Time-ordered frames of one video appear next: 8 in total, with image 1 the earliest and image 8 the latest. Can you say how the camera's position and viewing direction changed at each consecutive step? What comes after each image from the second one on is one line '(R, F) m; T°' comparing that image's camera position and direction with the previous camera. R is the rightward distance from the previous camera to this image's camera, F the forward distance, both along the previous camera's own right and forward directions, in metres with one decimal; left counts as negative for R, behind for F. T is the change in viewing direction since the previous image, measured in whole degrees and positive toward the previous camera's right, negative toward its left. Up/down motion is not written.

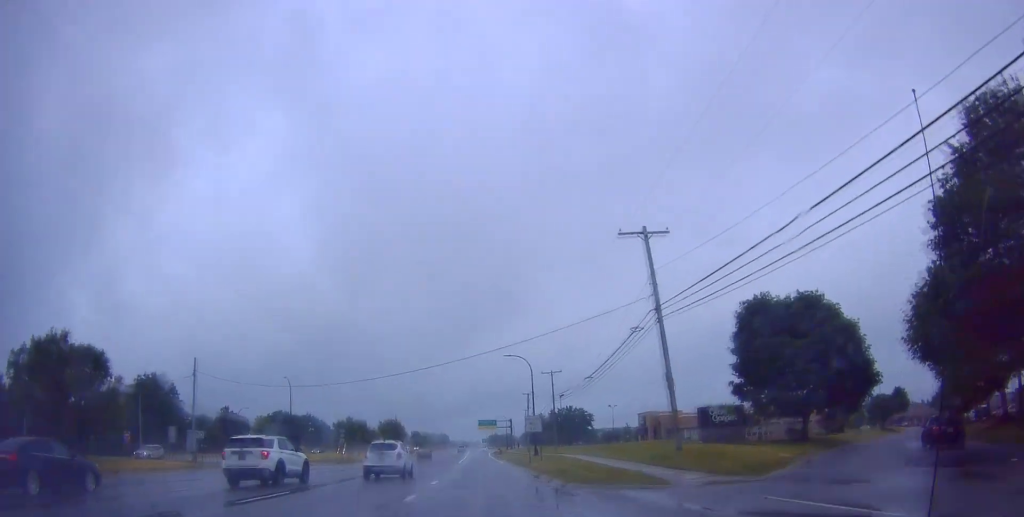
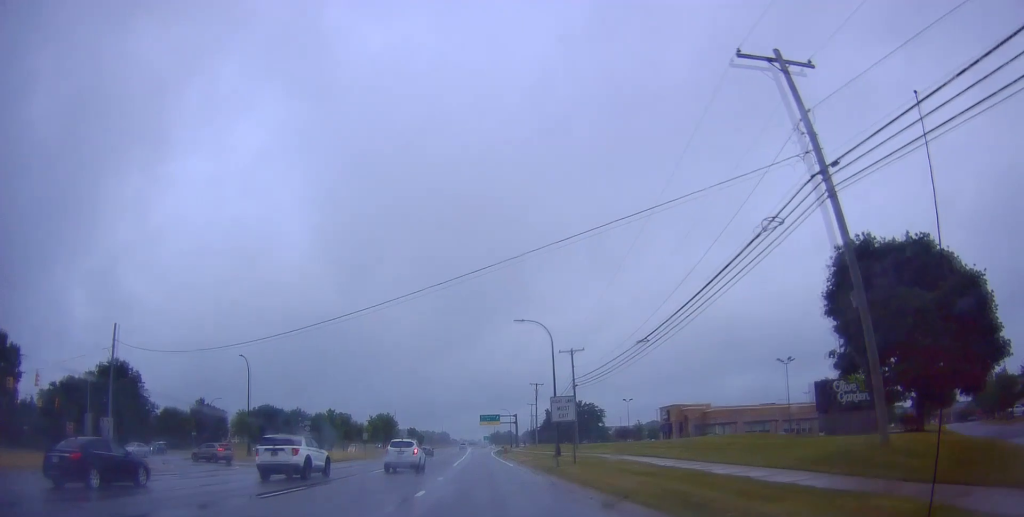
(-0.2, +13.8) m; +1°
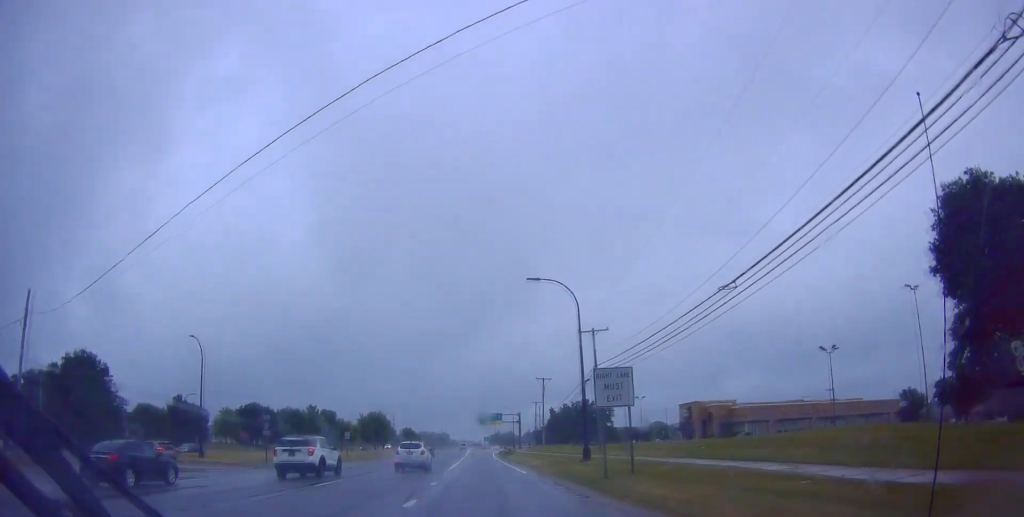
(+0.1, +10.4) m; +1°
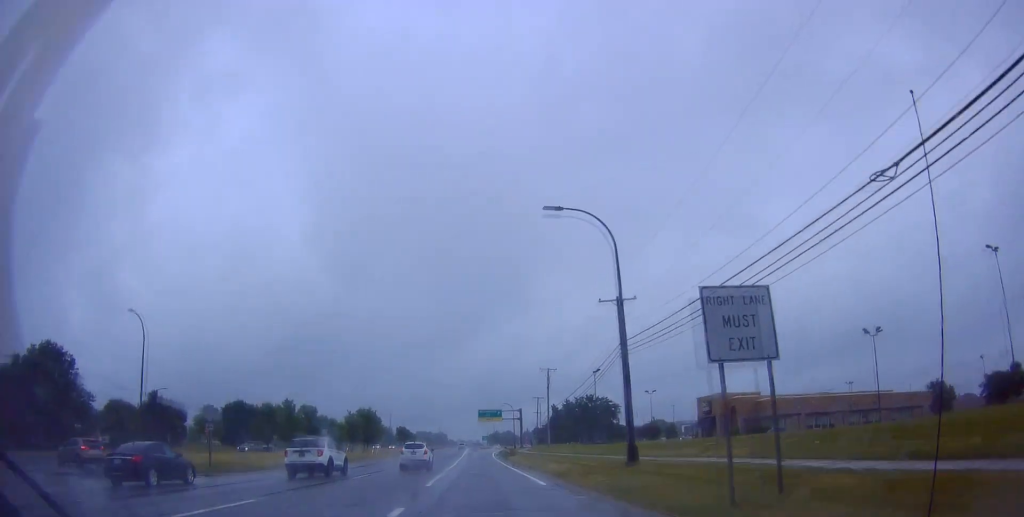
(+0.2, +9.0) m; +1°
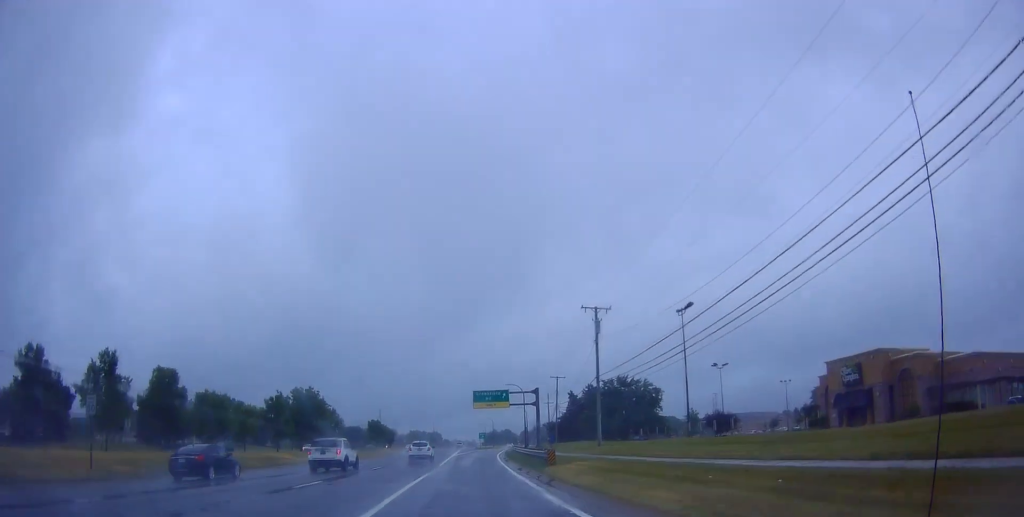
(-0.9, +36.3) m; -3°
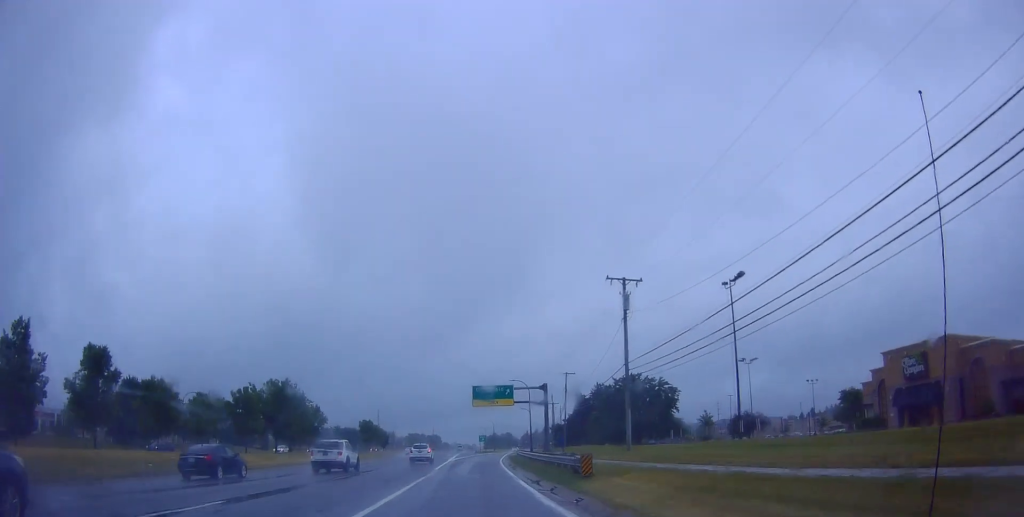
(0.0, +9.0) m; 0°
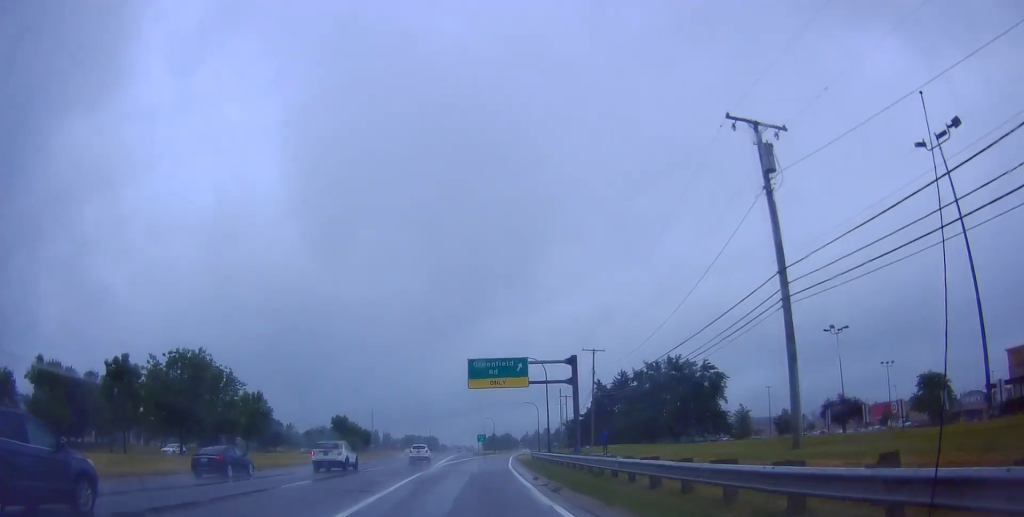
(0.0, +20.5) m; +2°
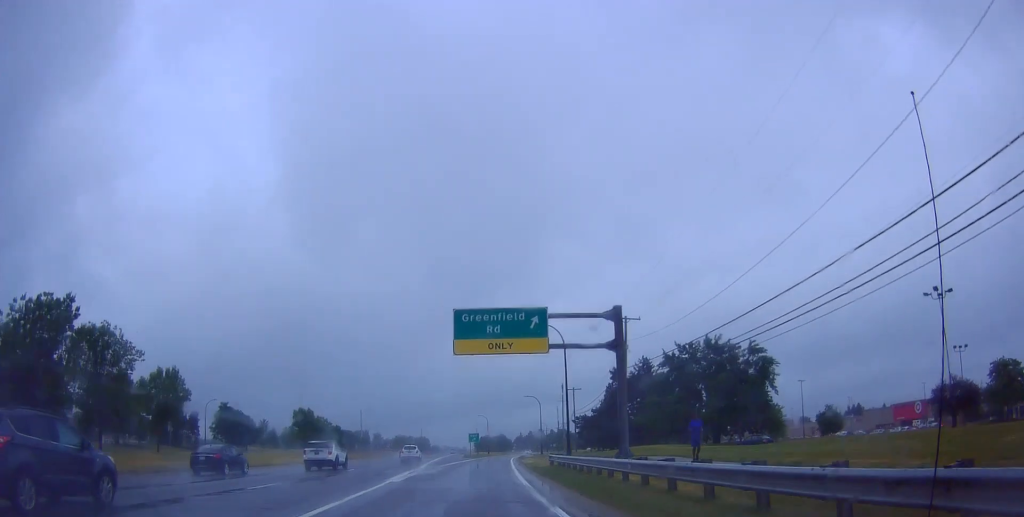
(+0.4, +16.1) m; 0°
